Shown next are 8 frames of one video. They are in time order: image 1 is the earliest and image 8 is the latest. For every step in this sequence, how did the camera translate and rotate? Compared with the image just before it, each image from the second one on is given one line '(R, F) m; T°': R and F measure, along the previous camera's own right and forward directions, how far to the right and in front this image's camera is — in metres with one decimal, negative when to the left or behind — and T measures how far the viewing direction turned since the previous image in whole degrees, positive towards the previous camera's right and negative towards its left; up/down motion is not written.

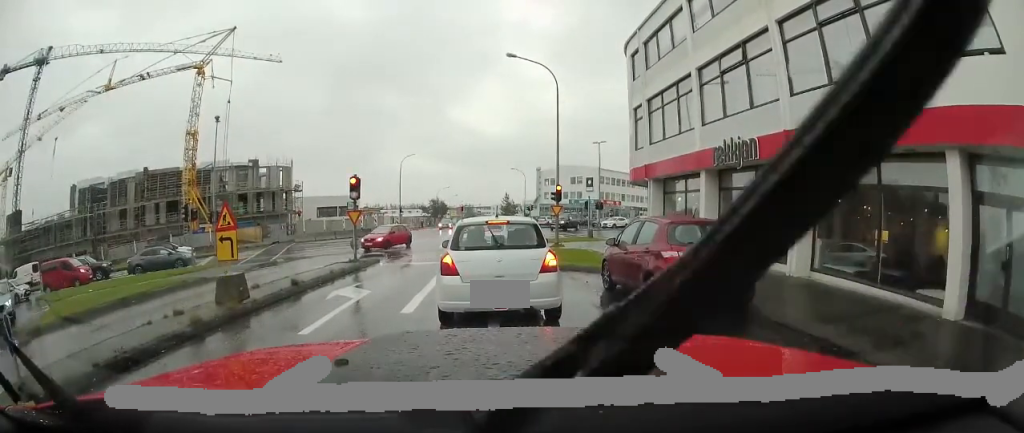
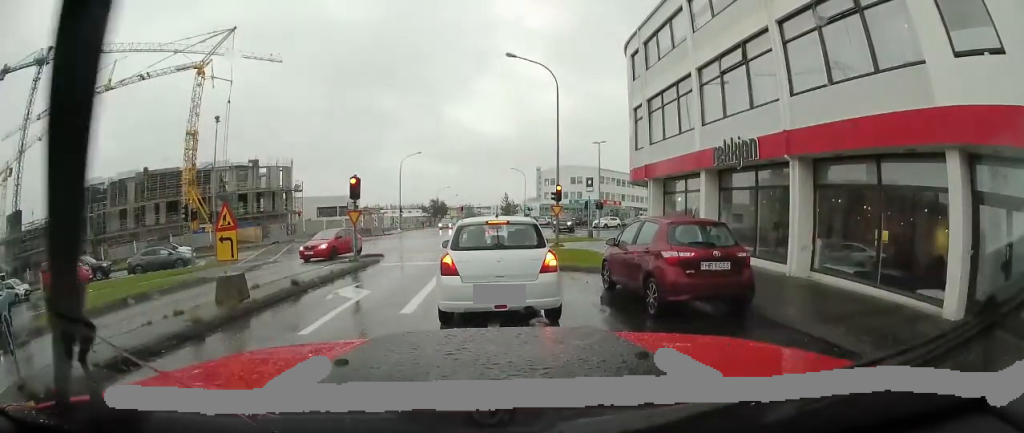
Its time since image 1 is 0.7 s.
(0.0, +0.2) m; 0°
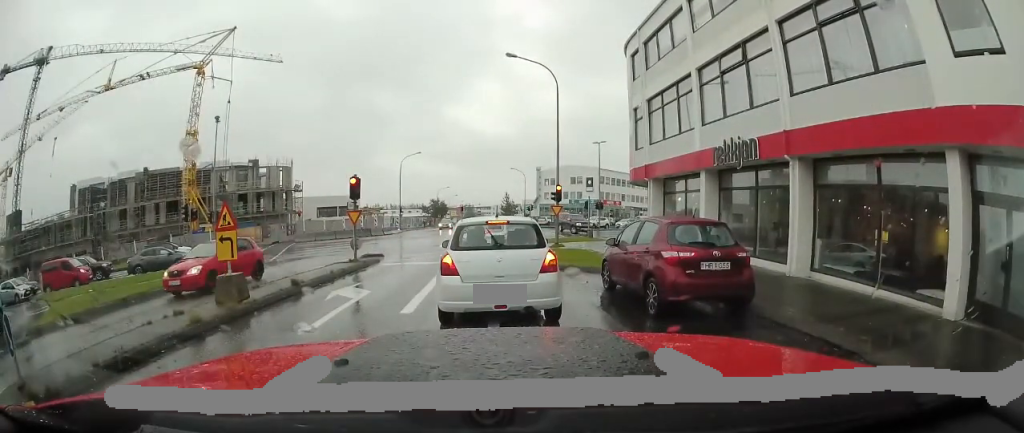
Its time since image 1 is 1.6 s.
(0.0, +0.3) m; 0°
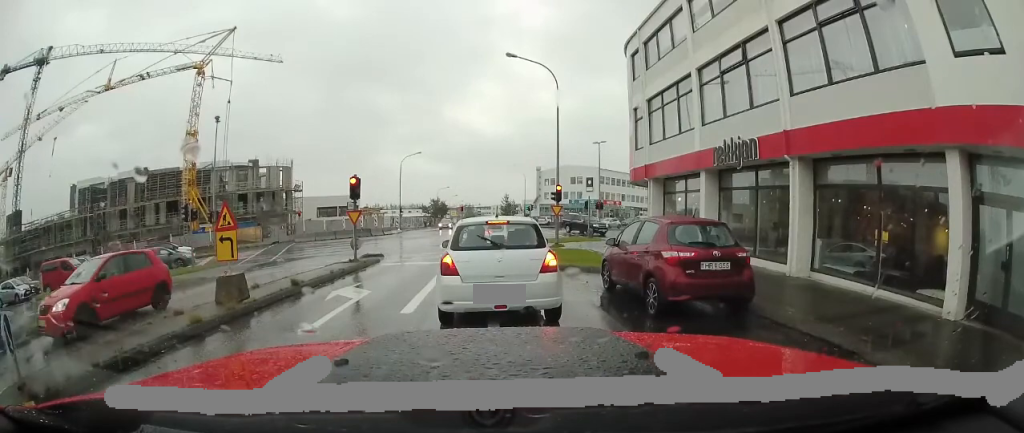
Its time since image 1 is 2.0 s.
(0.0, 0.0) m; 0°
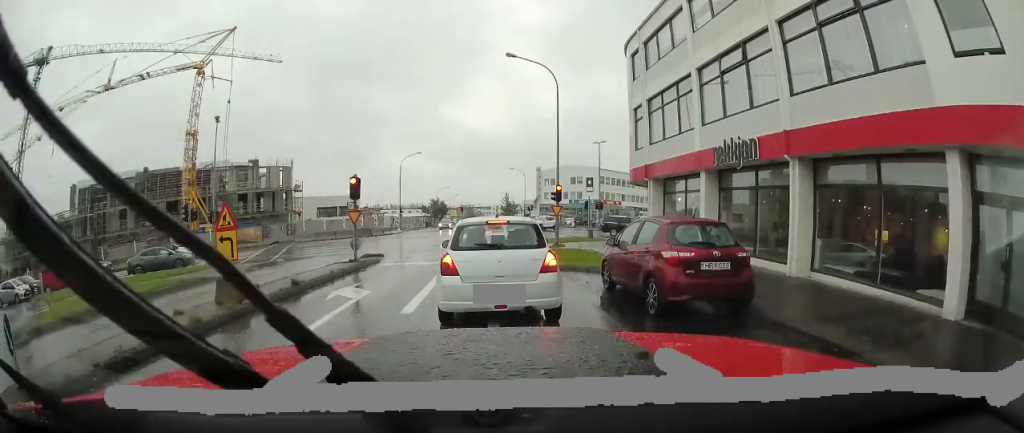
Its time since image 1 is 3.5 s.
(0.0, 0.0) m; 0°
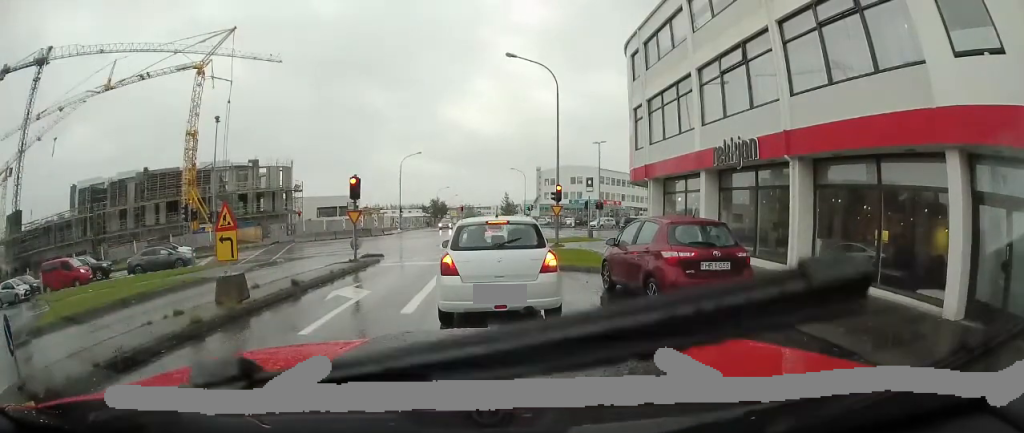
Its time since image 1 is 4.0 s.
(0.0, 0.0) m; 0°
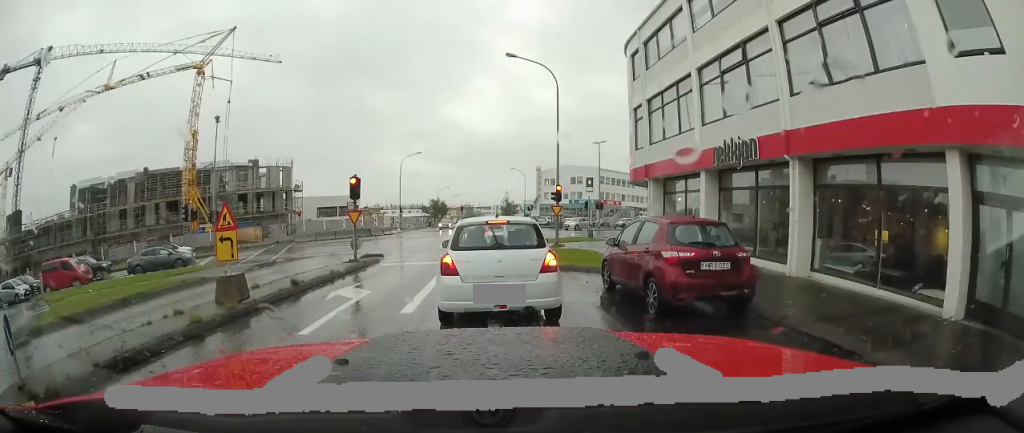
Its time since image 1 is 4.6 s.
(0.0, 0.0) m; 0°
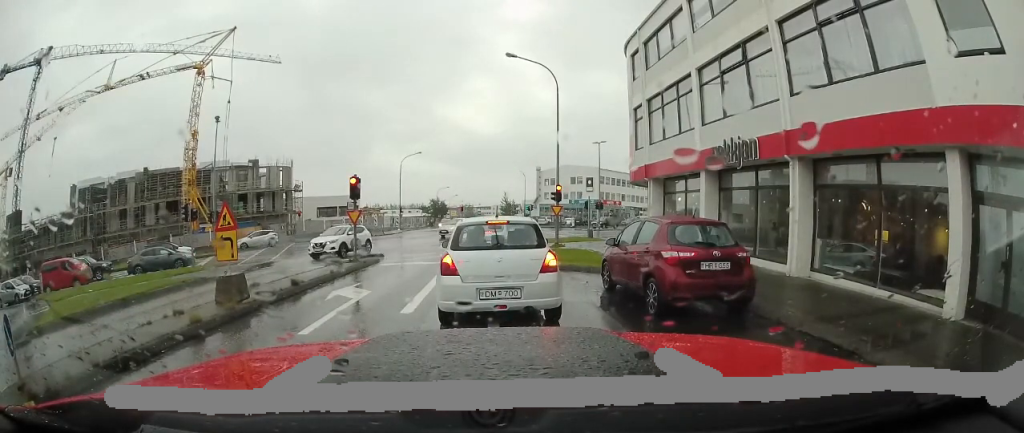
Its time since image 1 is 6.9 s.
(0.0, 0.0) m; 0°
